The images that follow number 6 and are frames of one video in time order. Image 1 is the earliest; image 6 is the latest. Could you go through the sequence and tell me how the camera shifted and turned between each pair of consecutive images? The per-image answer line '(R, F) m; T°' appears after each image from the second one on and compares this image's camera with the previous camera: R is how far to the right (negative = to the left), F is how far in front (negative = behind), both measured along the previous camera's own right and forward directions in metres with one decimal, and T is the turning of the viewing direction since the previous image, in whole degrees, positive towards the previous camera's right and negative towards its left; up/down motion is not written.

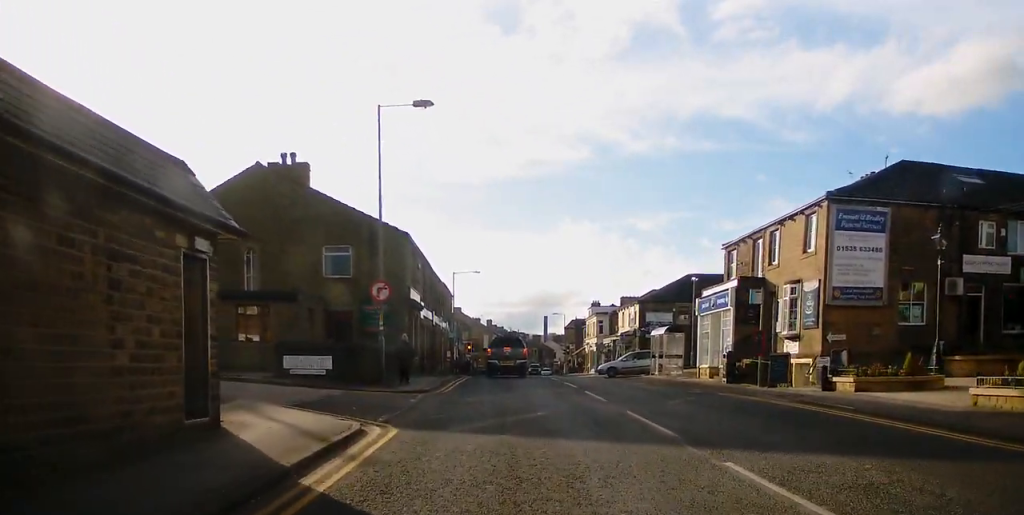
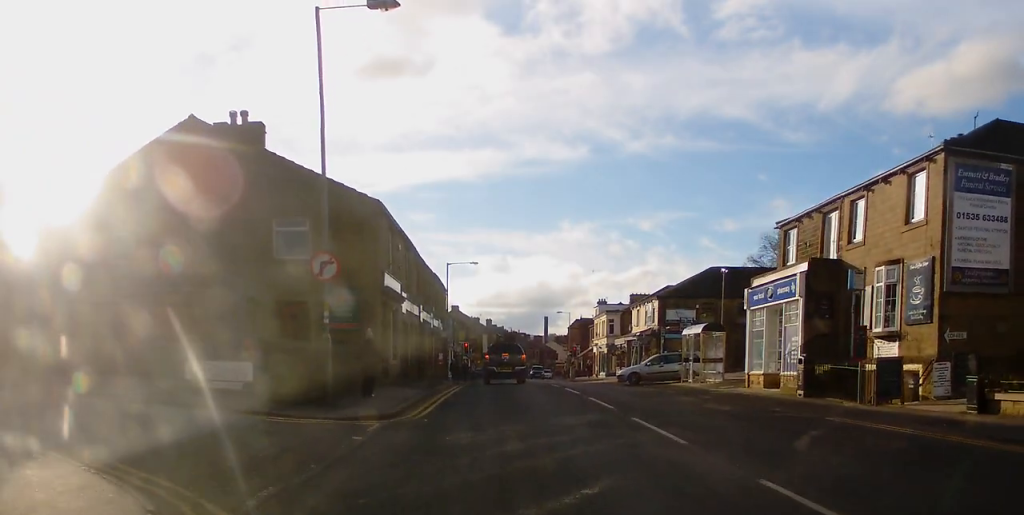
(-0.2, +7.5) m; -3°
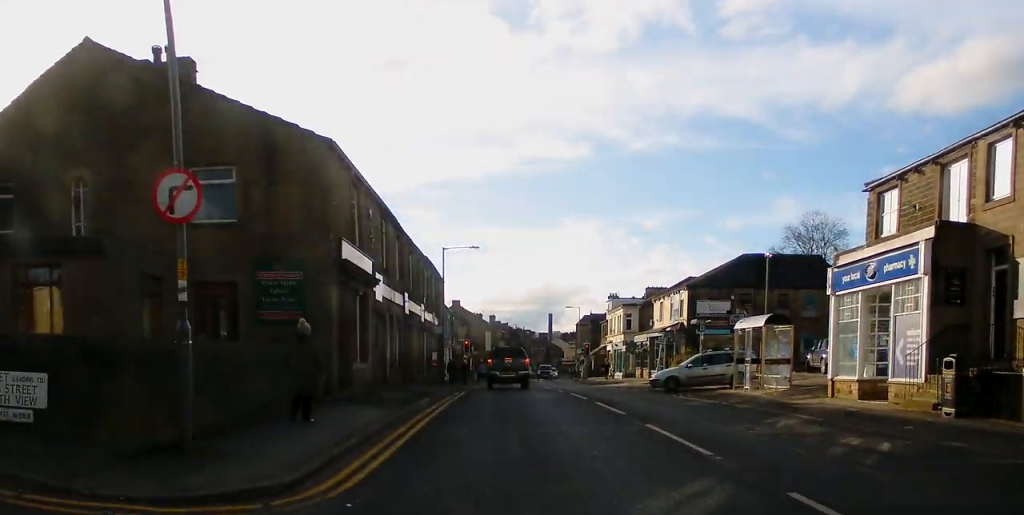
(-0.2, +7.6) m; 0°
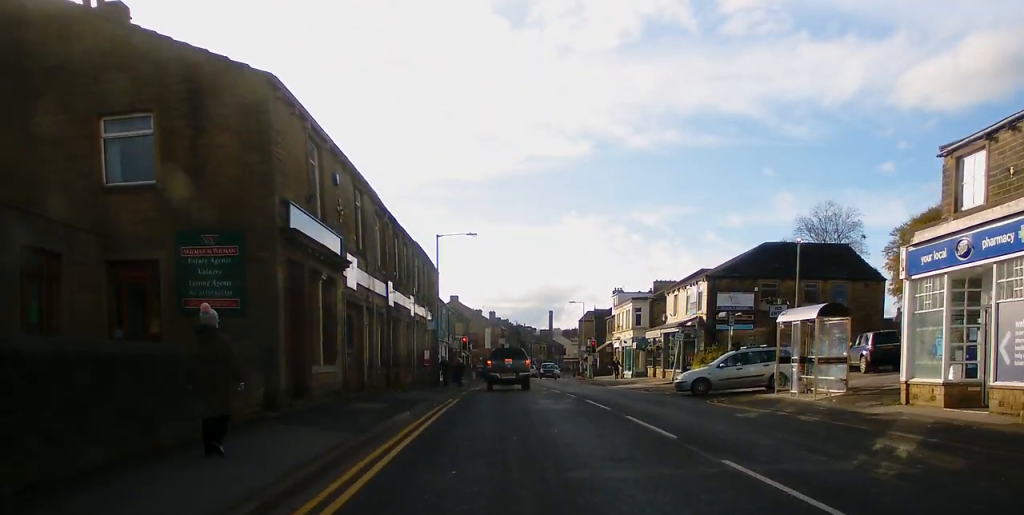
(+0.1, +4.6) m; +2°
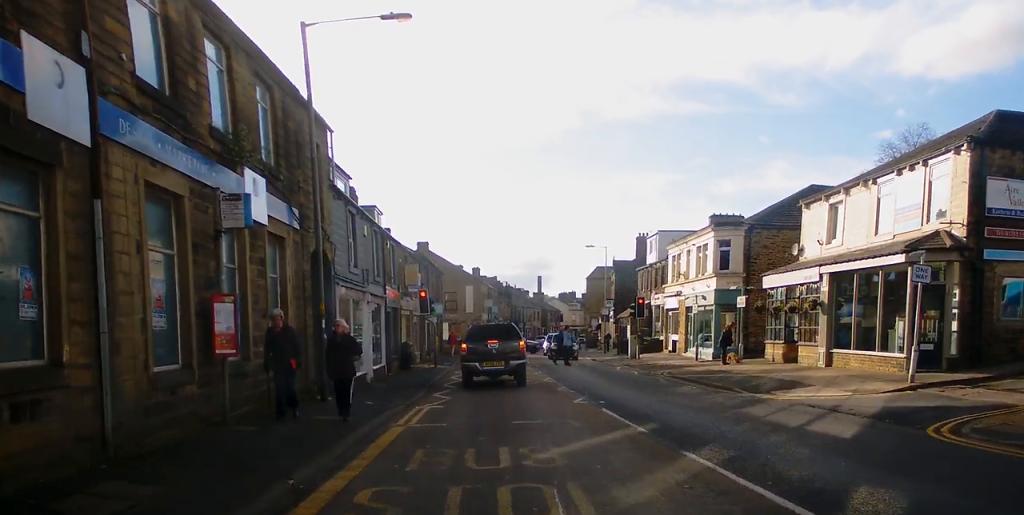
(+0.7, +25.8) m; +1°
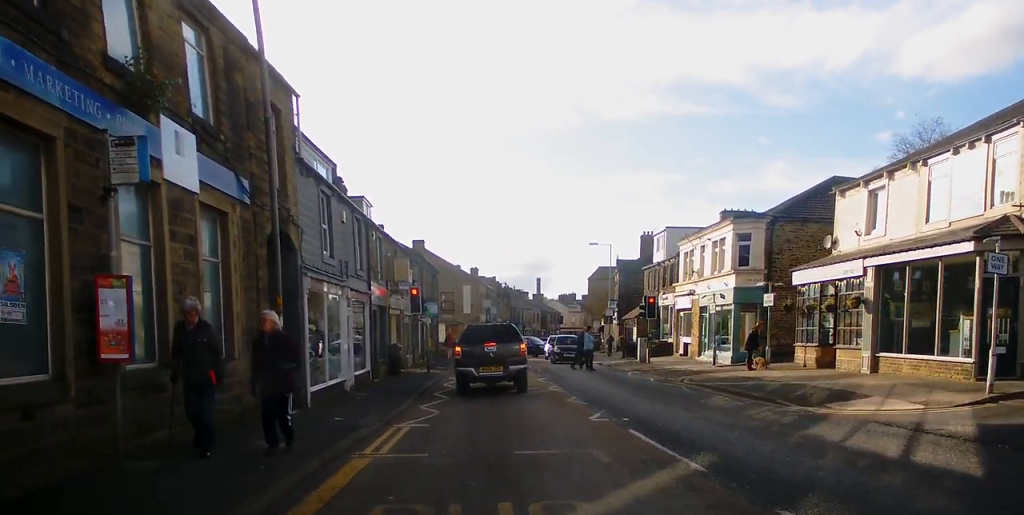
(0.0, +3.3) m; -2°
